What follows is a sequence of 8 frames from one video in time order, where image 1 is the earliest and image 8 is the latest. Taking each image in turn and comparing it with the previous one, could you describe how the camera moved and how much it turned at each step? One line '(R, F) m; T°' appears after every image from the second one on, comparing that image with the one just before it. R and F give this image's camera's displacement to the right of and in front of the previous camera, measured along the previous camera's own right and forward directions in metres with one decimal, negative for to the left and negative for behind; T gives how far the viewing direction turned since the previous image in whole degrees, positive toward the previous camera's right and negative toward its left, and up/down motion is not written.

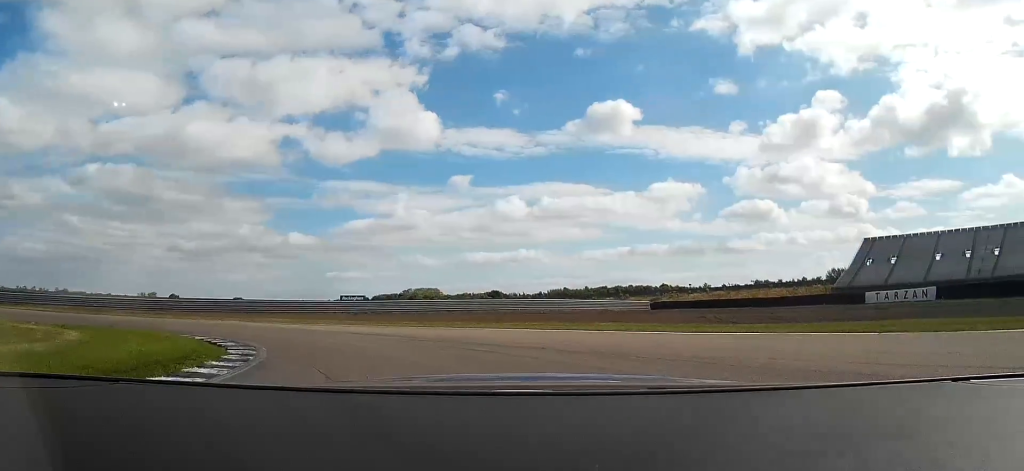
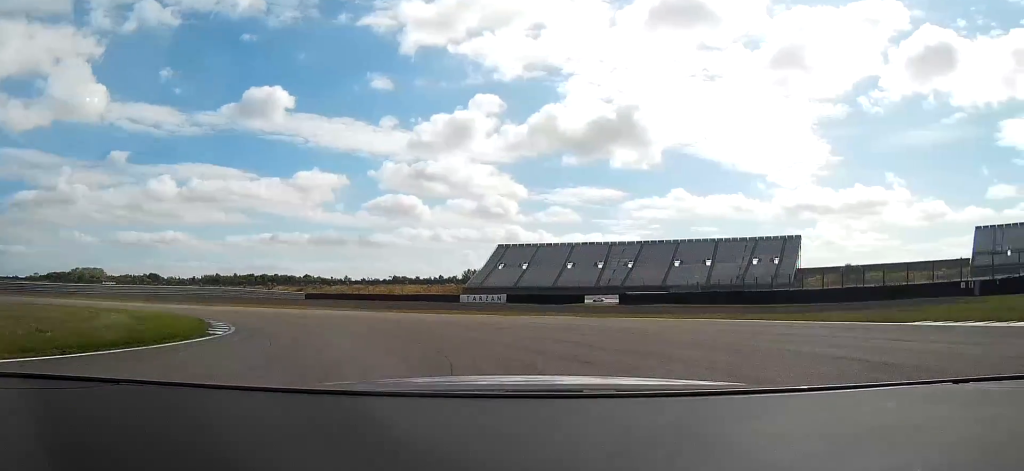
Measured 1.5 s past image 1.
(+6.0, +20.7) m; +29°
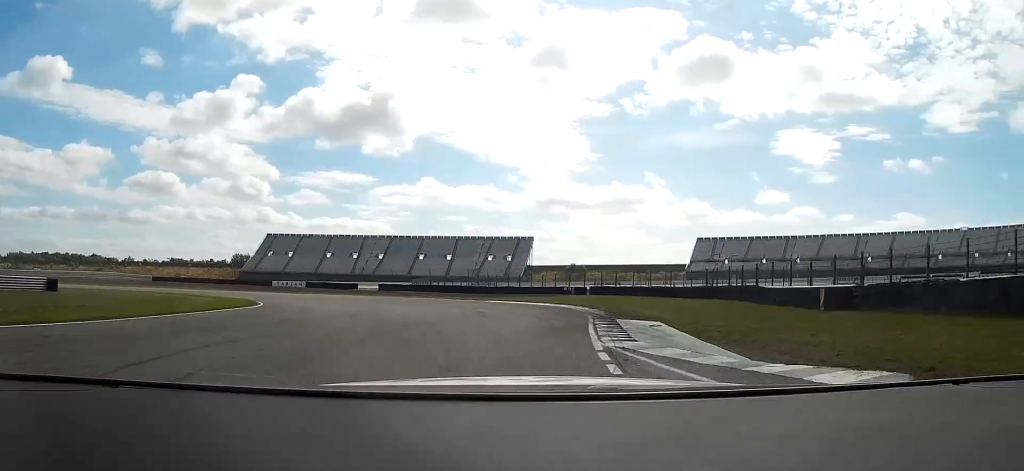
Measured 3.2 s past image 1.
(+8.5, +27.8) m; +32°
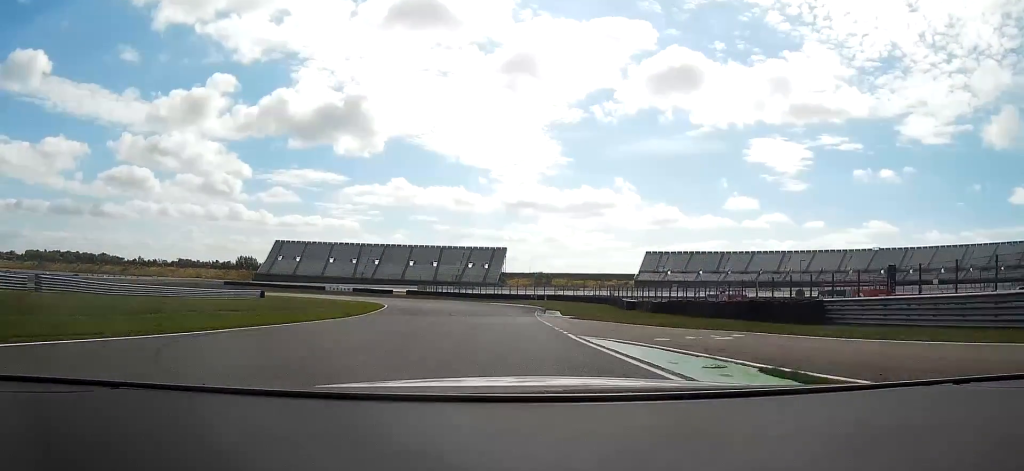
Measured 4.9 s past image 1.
(+5.4, +38.3) m; +12°
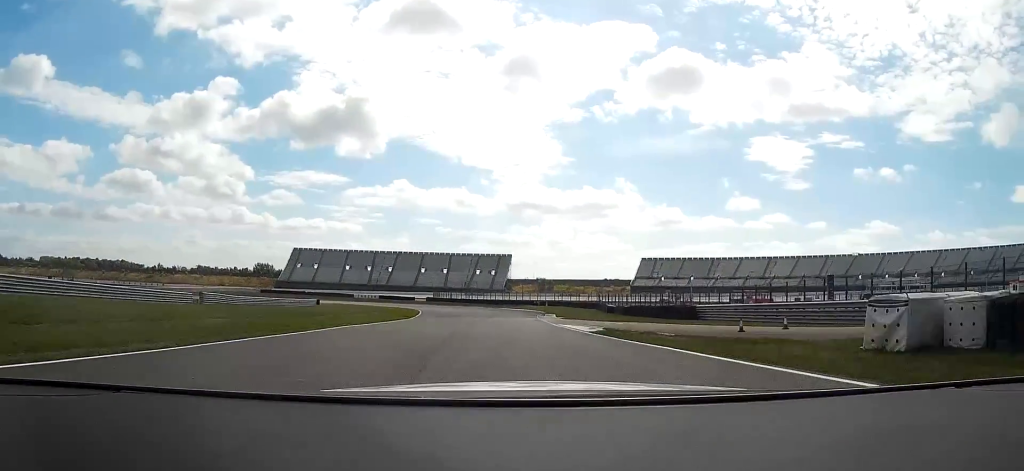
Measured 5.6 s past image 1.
(+0.6, +20.7) m; +1°
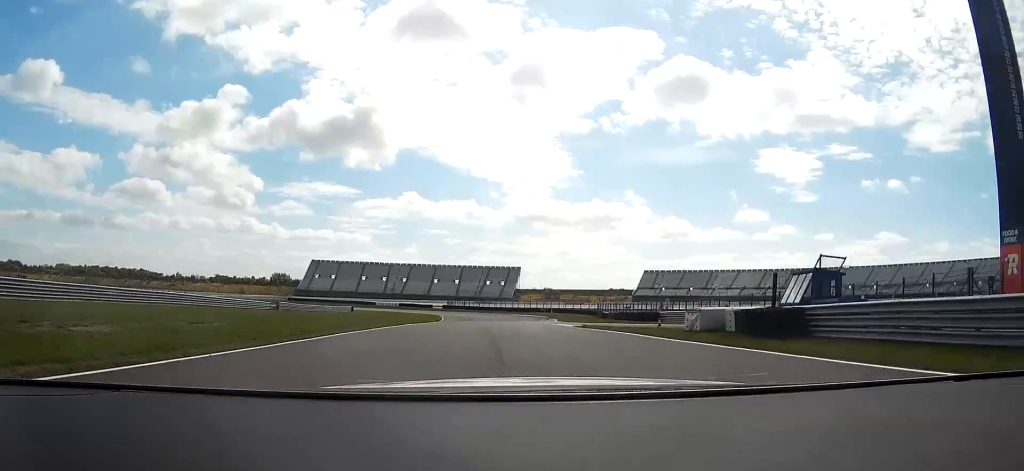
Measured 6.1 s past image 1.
(+0.5, +16.7) m; -1°
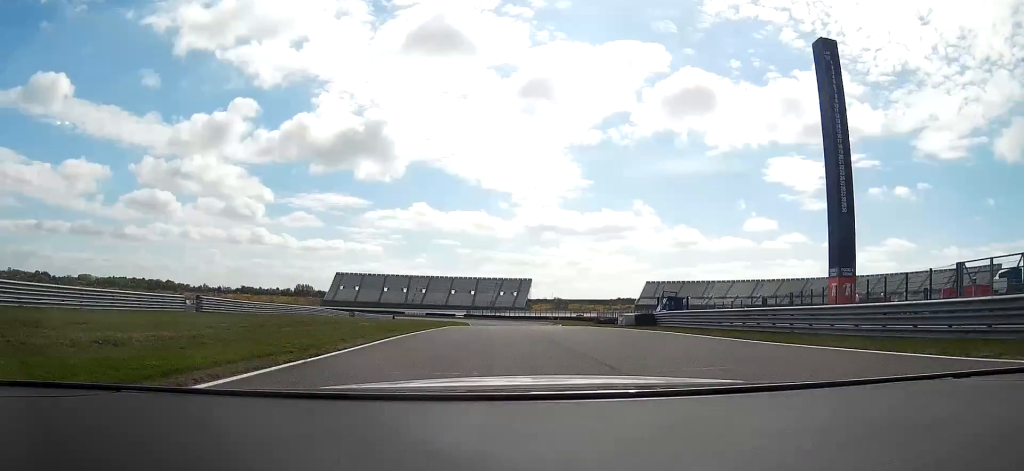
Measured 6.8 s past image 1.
(-0.8, +29.0) m; -2°
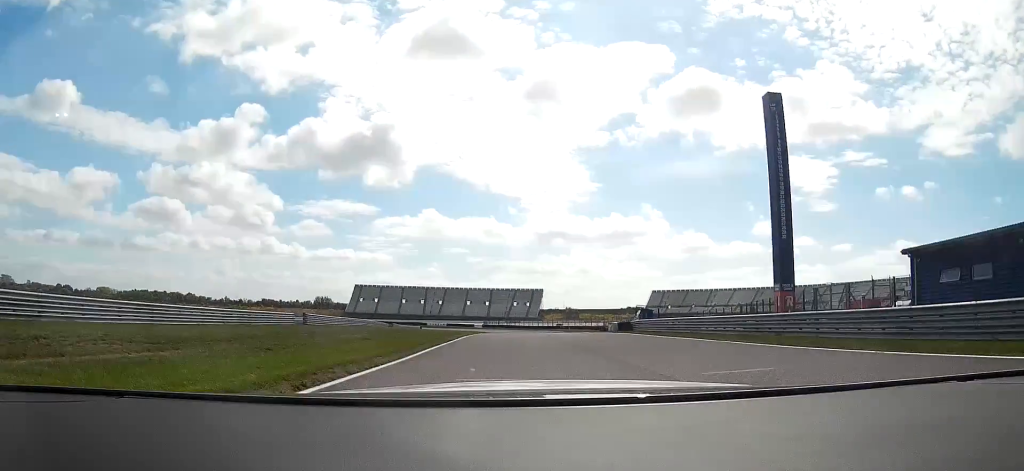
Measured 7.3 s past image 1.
(-0.2, +19.4) m; -2°
